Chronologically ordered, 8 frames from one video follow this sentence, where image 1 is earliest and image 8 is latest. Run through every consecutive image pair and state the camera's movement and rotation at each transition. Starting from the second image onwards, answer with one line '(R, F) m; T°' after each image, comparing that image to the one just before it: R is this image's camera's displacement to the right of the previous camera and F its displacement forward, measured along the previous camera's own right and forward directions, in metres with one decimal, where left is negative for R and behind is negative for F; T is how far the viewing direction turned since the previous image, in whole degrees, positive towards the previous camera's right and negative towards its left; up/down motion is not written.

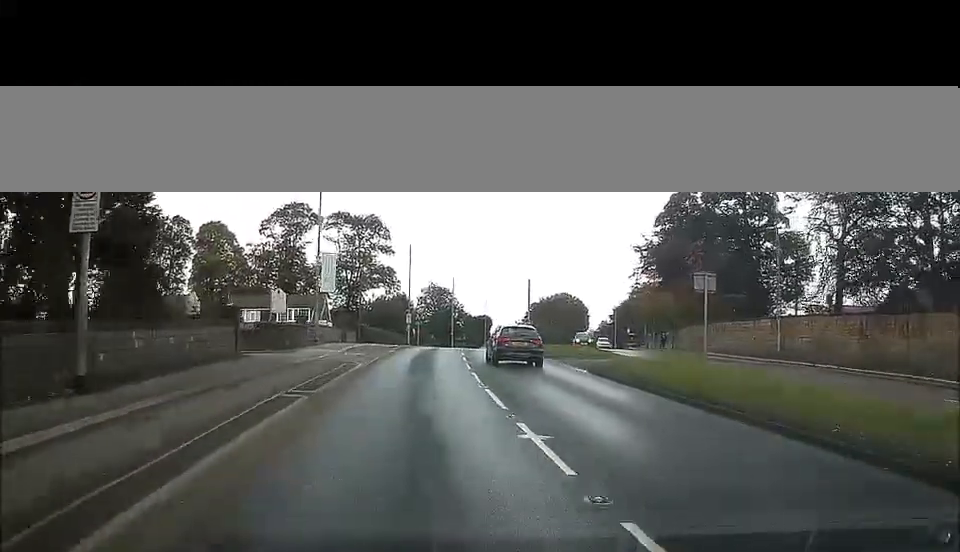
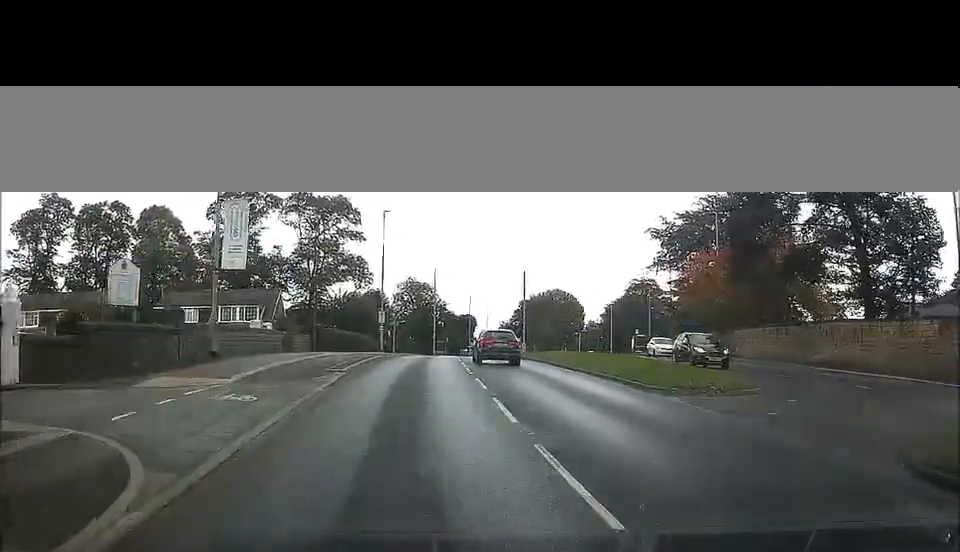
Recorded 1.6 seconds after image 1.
(+0.4, +19.3) m; +1°
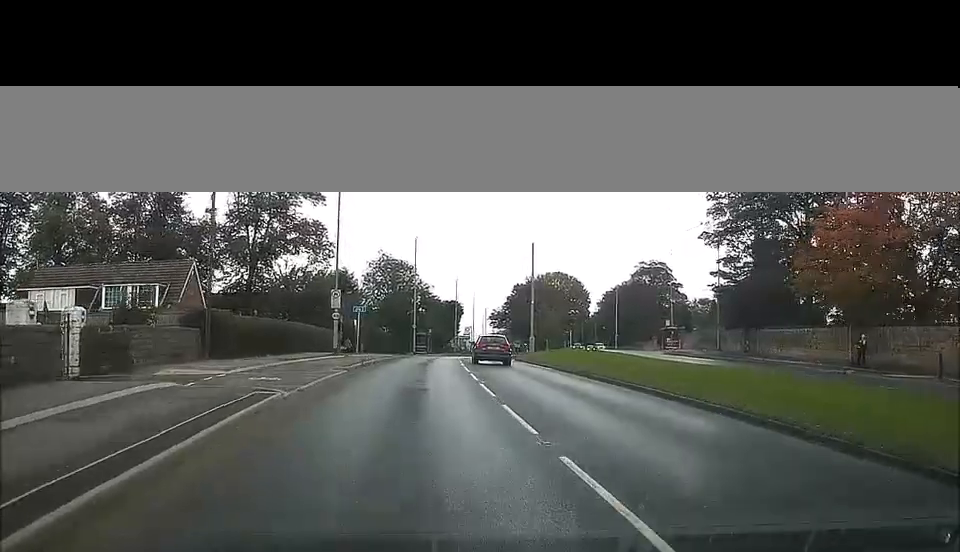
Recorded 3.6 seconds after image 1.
(+0.5, +25.9) m; +1°
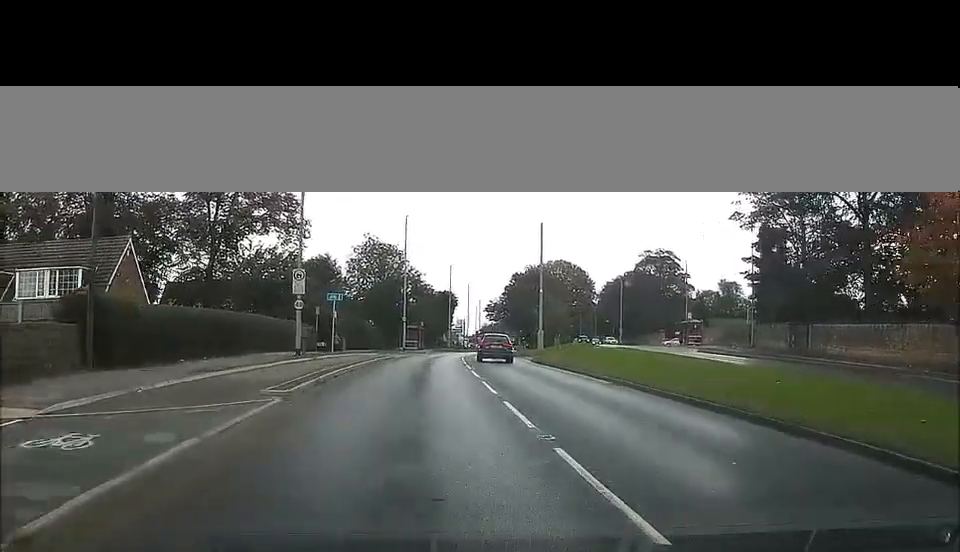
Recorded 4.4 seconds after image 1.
(-0.4, +11.6) m; -1°
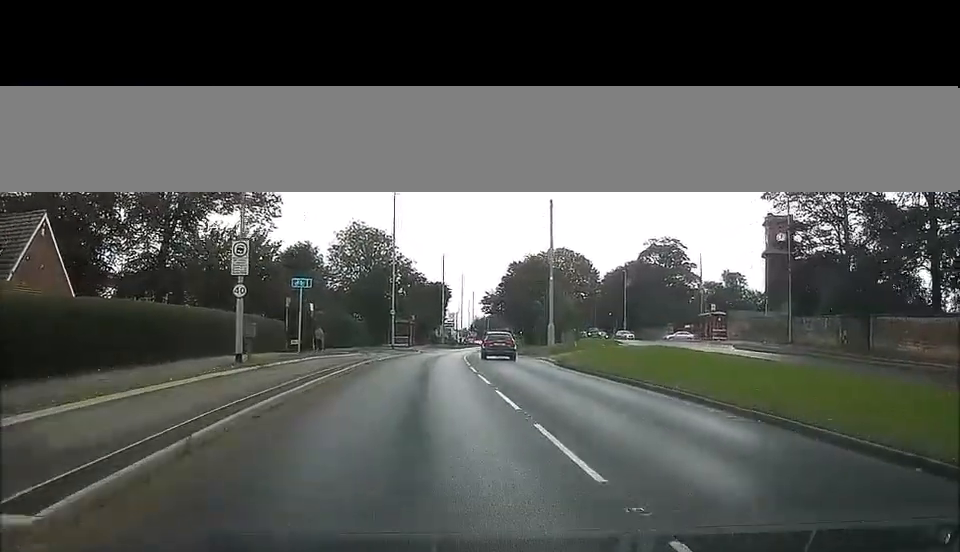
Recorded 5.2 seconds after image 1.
(0.0, +10.5) m; +2°
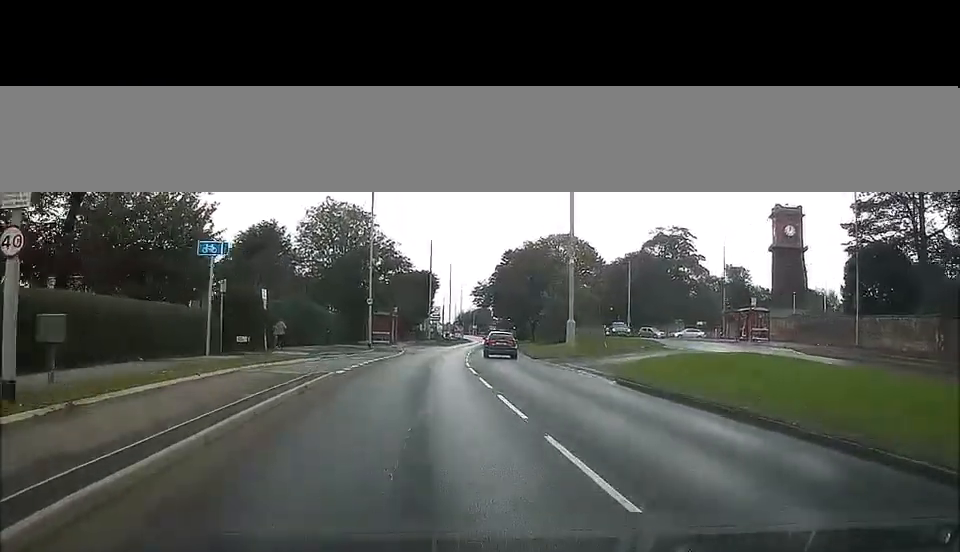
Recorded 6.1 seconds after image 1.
(+0.3, +13.0) m; 0°
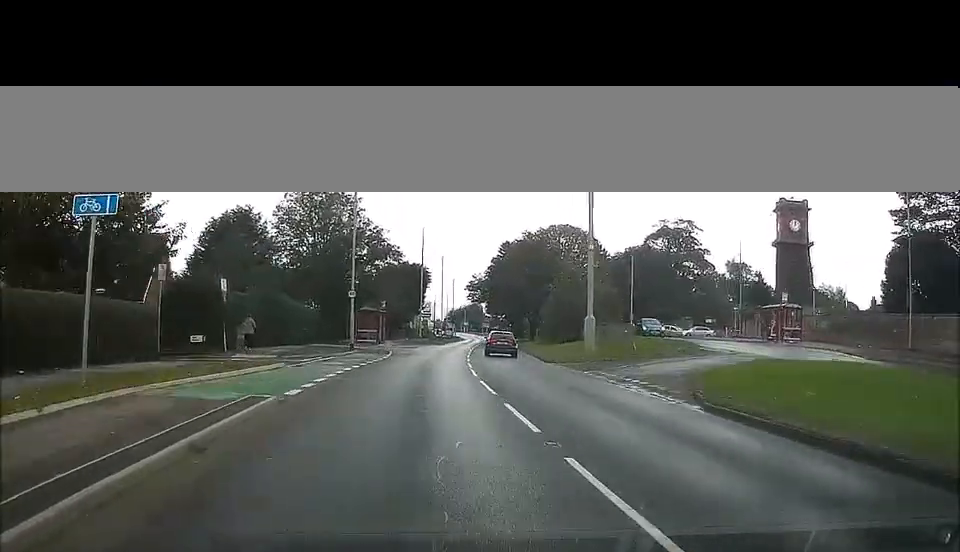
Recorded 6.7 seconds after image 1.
(+0.1, +7.7) m; 0°
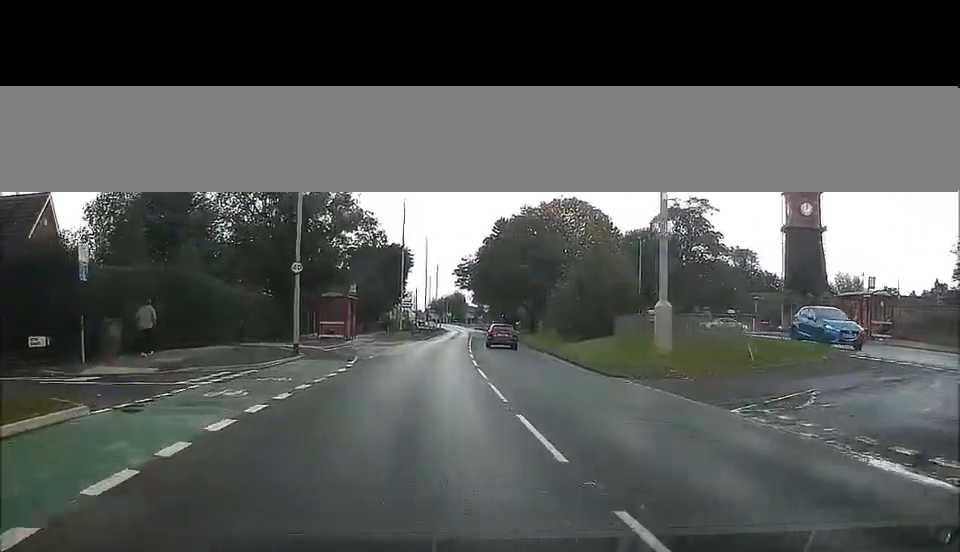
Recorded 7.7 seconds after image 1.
(-0.4, +15.0) m; -1°
